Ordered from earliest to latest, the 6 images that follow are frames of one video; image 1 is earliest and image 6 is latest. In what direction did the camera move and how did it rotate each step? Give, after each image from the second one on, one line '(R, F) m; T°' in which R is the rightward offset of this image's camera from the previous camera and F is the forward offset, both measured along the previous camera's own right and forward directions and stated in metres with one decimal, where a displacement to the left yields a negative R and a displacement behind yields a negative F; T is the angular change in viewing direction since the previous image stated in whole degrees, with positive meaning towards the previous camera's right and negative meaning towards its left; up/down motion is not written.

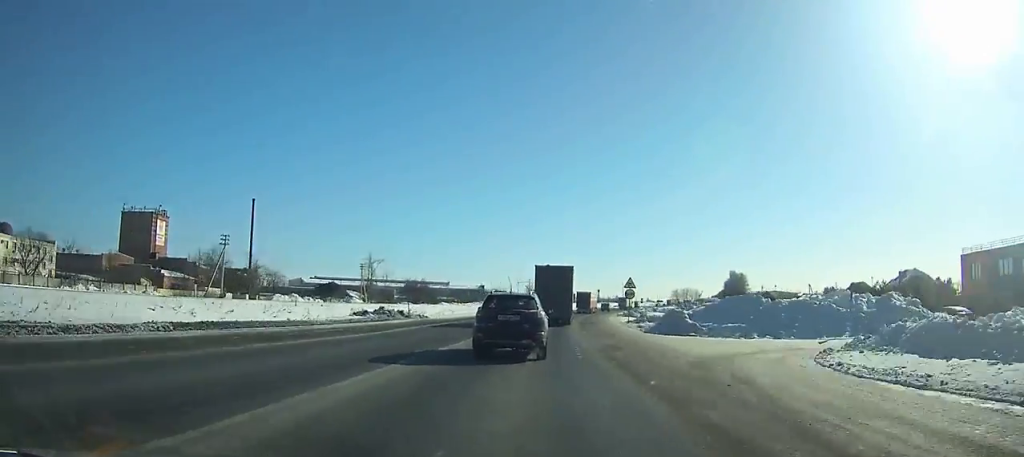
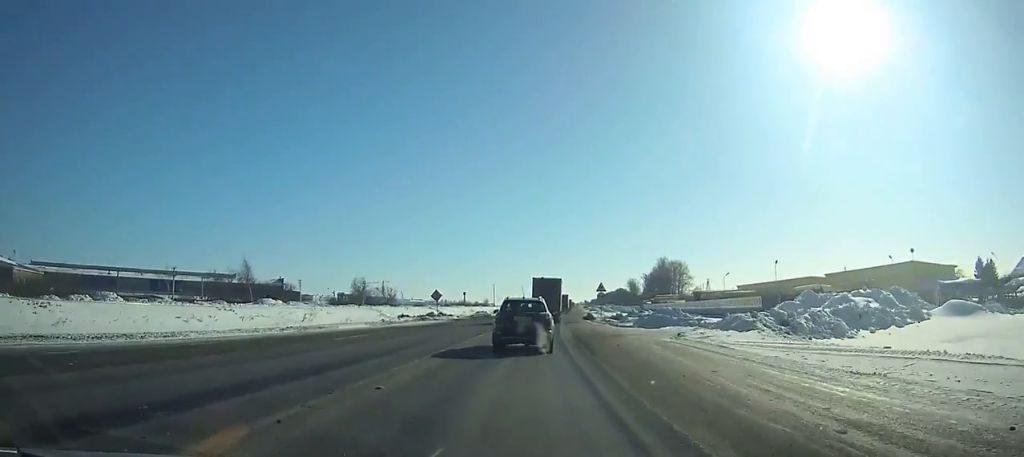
(+17.6, +133.6) m; +14°
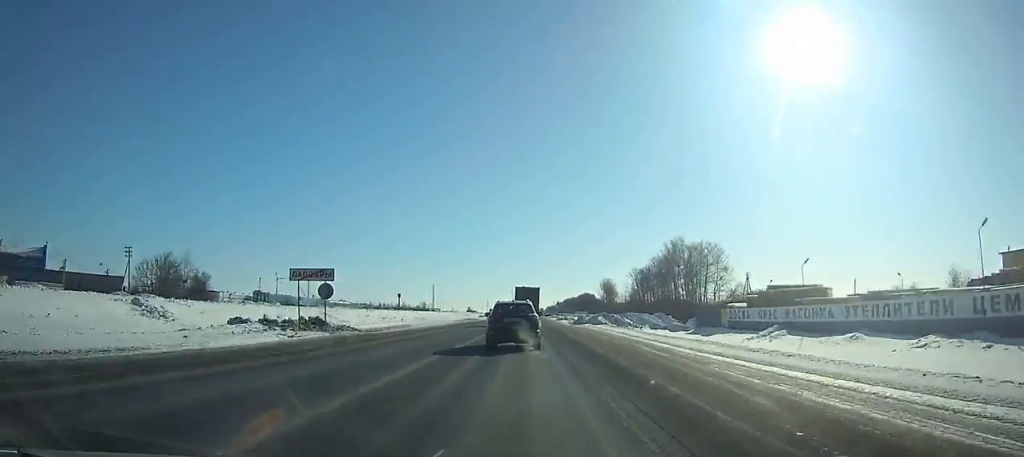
(+5.7, +101.9) m; +4°
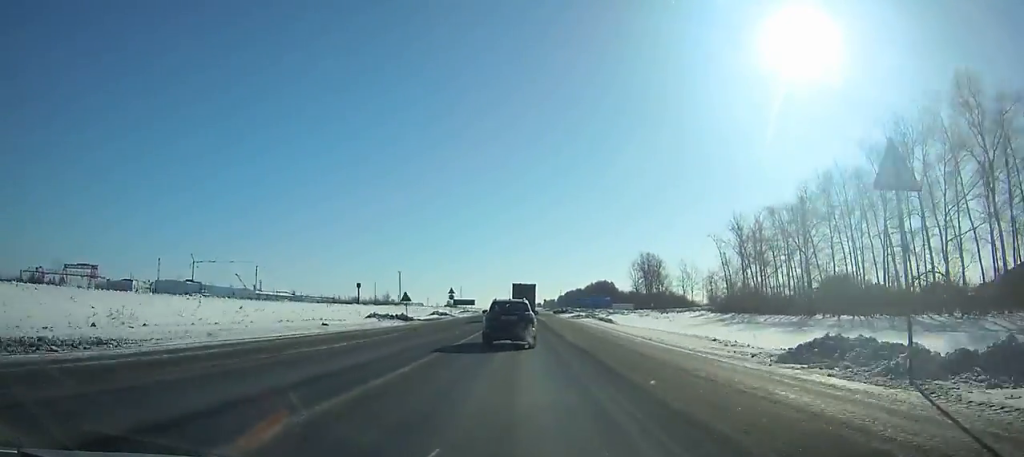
(+0.1, +117.9) m; 0°
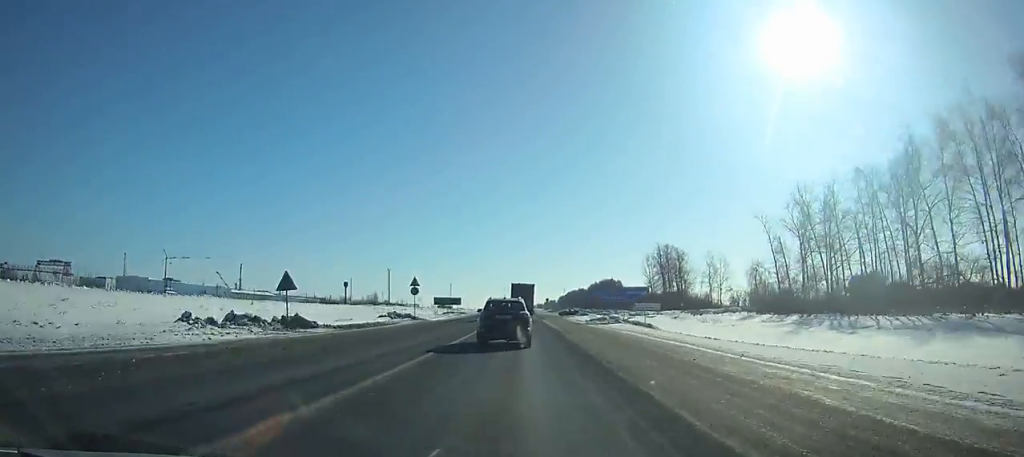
(0.0, +28.5) m; 0°
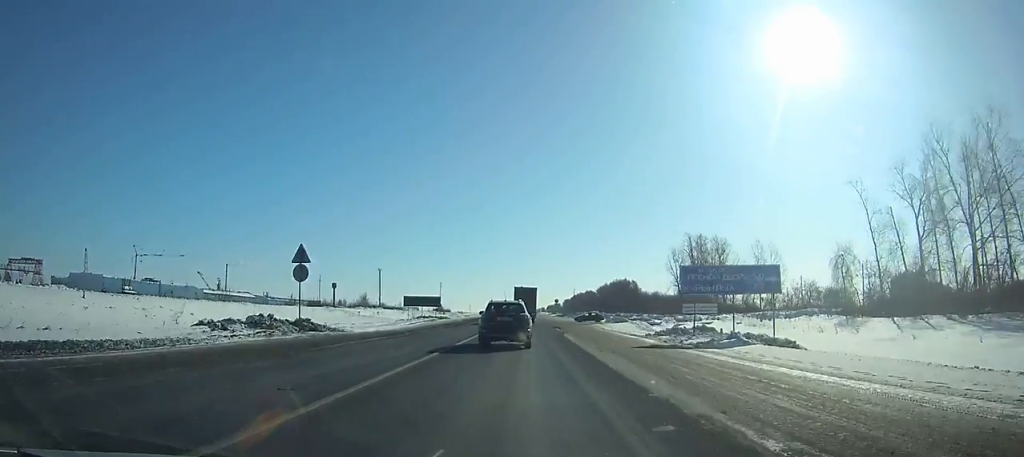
(0.0, +32.4) m; 0°
